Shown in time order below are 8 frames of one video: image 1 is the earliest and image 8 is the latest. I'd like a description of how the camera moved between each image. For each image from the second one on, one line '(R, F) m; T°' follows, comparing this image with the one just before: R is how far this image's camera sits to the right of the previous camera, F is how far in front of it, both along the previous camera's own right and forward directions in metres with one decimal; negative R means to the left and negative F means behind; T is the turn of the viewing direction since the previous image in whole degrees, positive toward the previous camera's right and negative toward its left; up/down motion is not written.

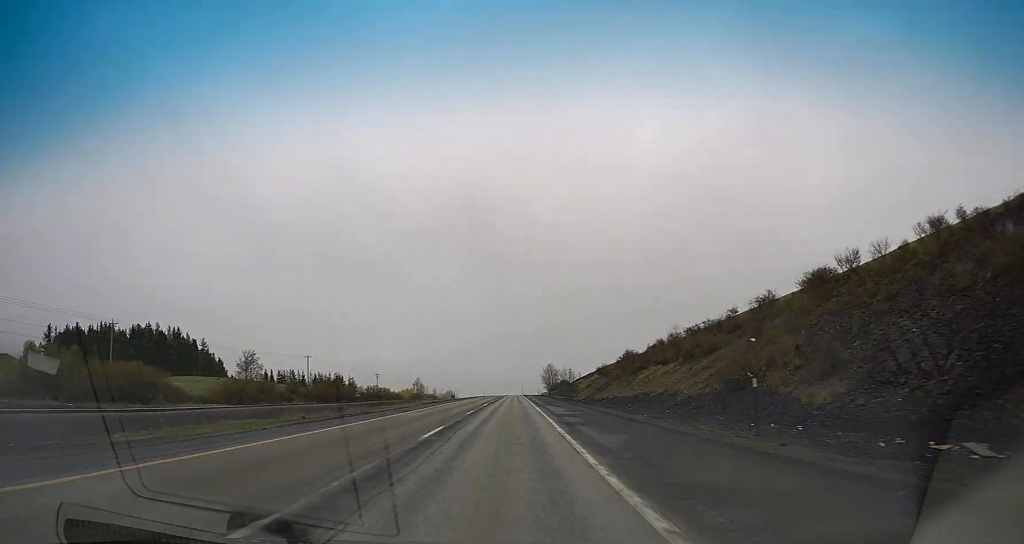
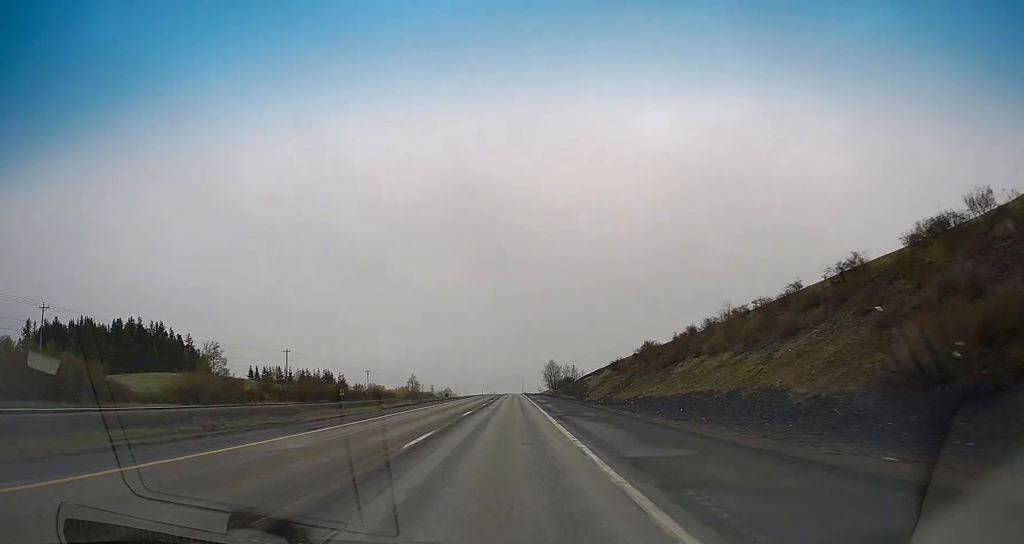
(+0.1, +18.2) m; 0°
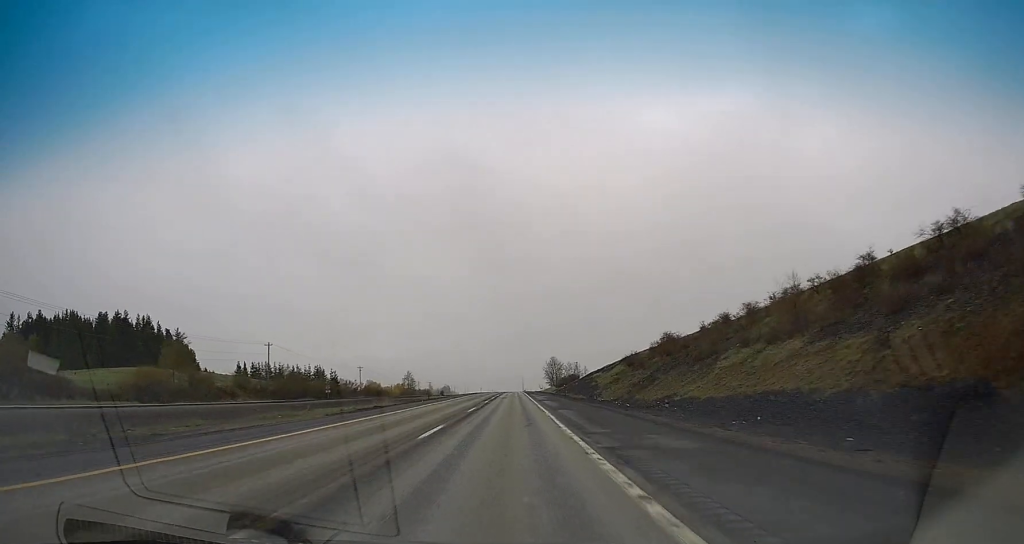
(+0.2, +13.5) m; 0°
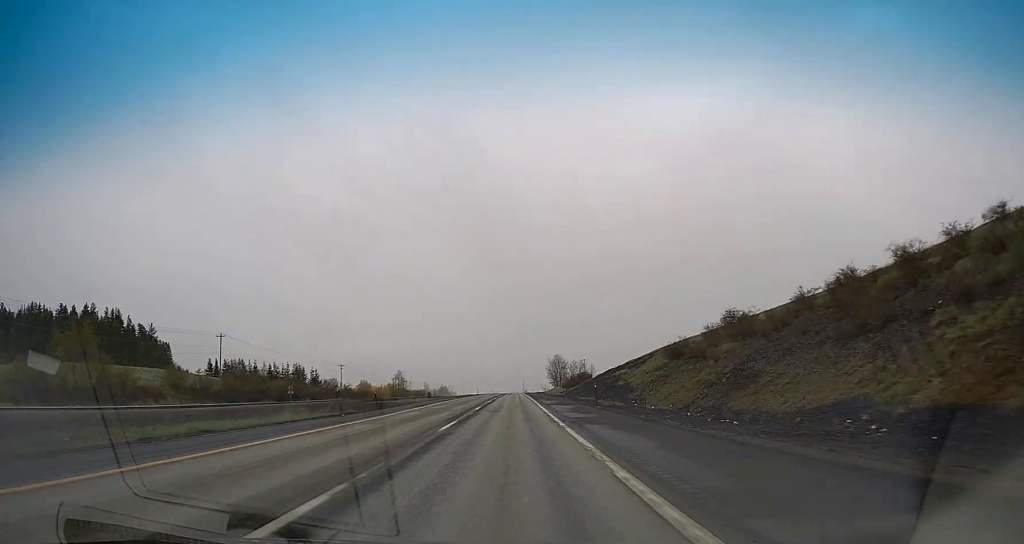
(-0.3, +28.0) m; 0°
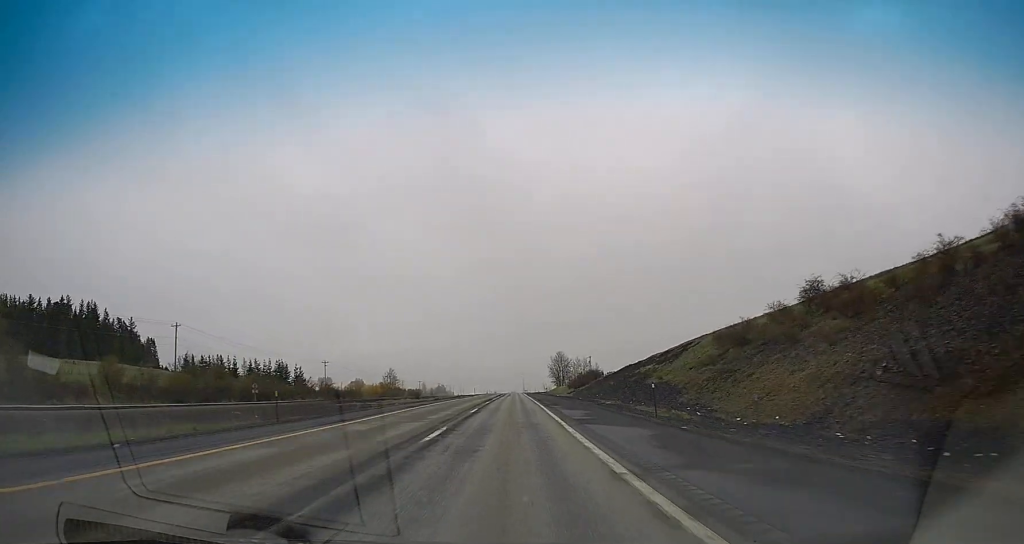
(+0.1, +19.3) m; 0°
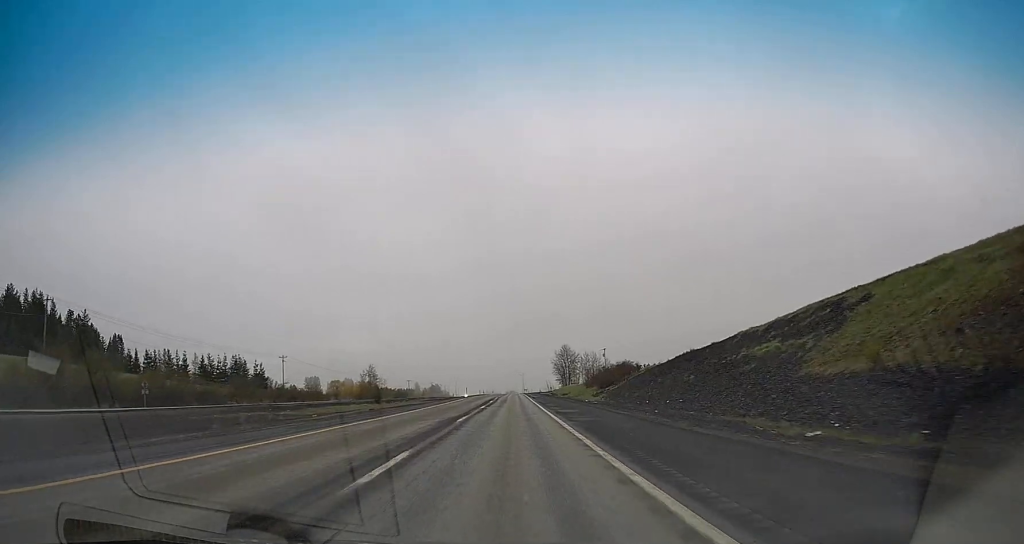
(+0.2, +37.8) m; +1°
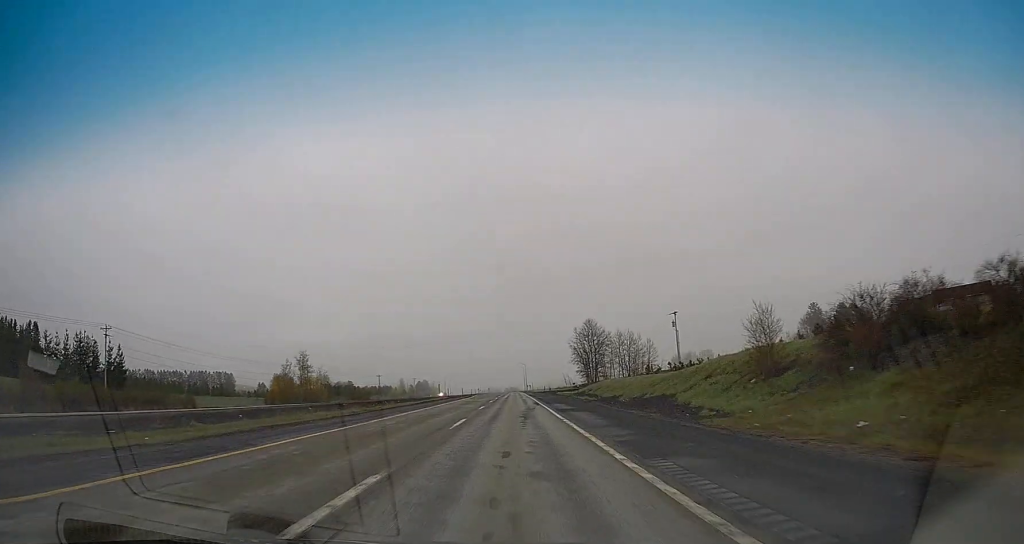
(-0.8, +80.9) m; -1°
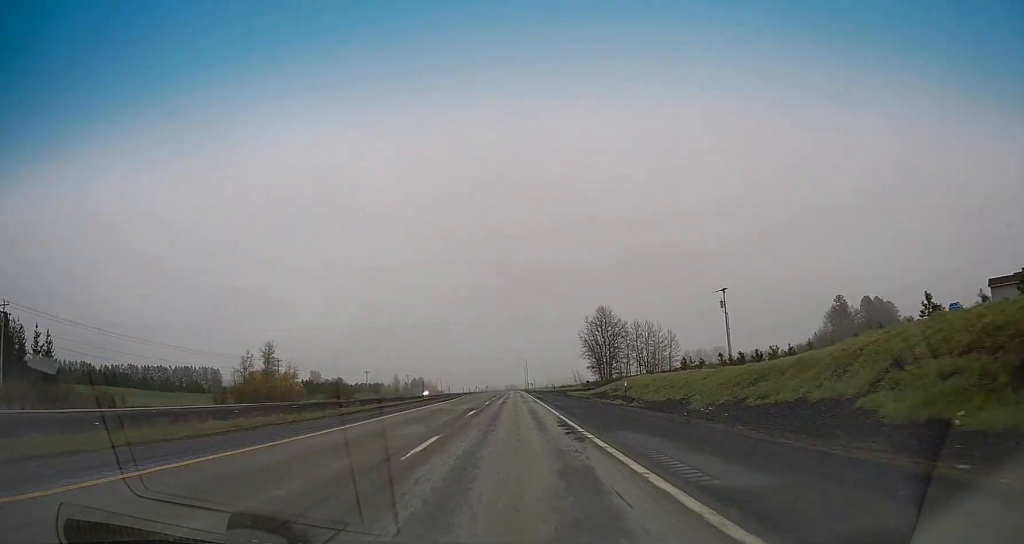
(0.0, +24.5) m; 0°
